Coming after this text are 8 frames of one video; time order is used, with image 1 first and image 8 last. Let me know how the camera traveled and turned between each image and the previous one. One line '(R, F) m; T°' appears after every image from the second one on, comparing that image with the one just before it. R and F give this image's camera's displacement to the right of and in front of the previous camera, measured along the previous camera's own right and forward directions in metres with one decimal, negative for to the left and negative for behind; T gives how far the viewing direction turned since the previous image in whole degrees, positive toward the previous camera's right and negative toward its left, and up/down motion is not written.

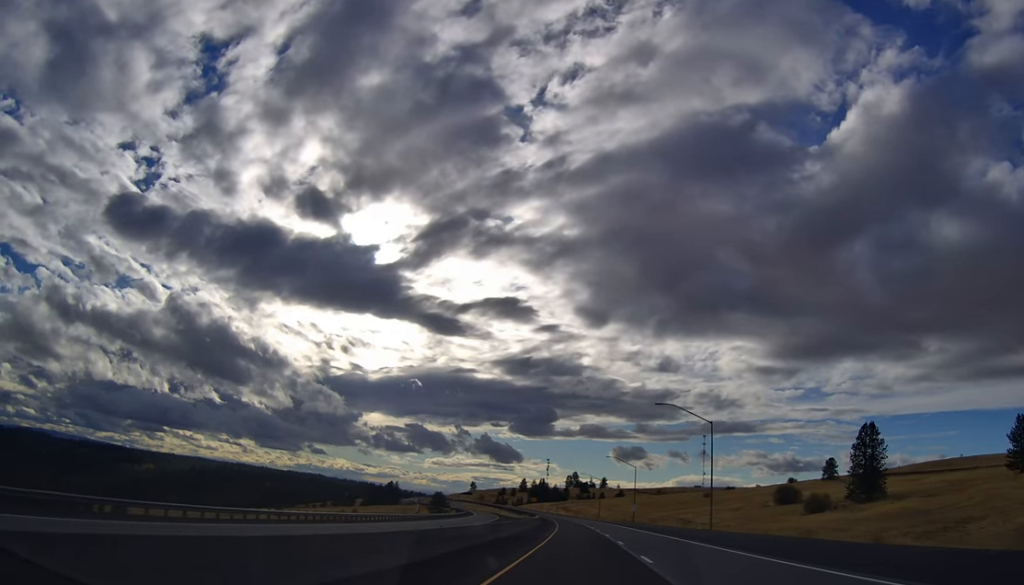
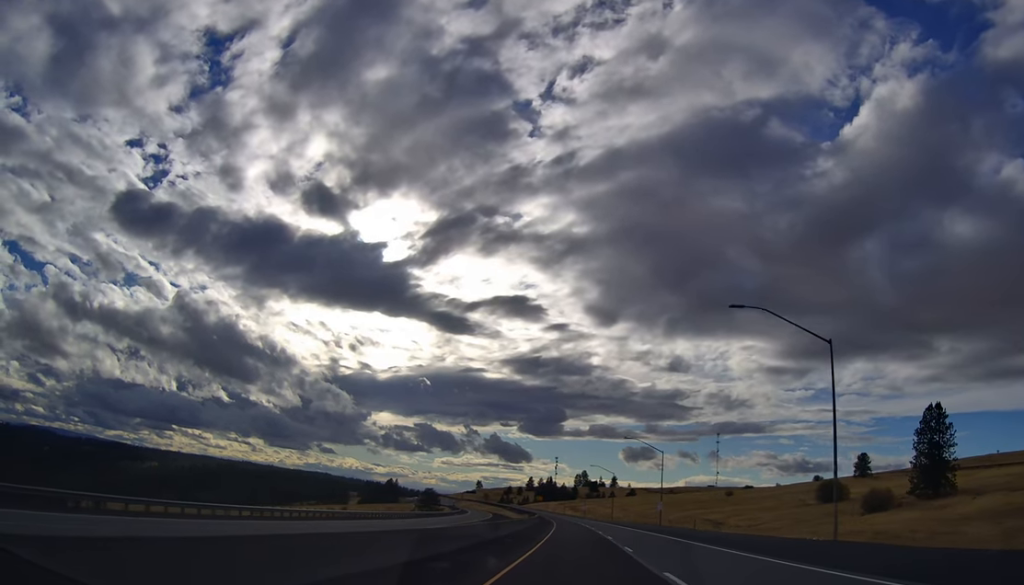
(-0.4, +30.8) m; -1°
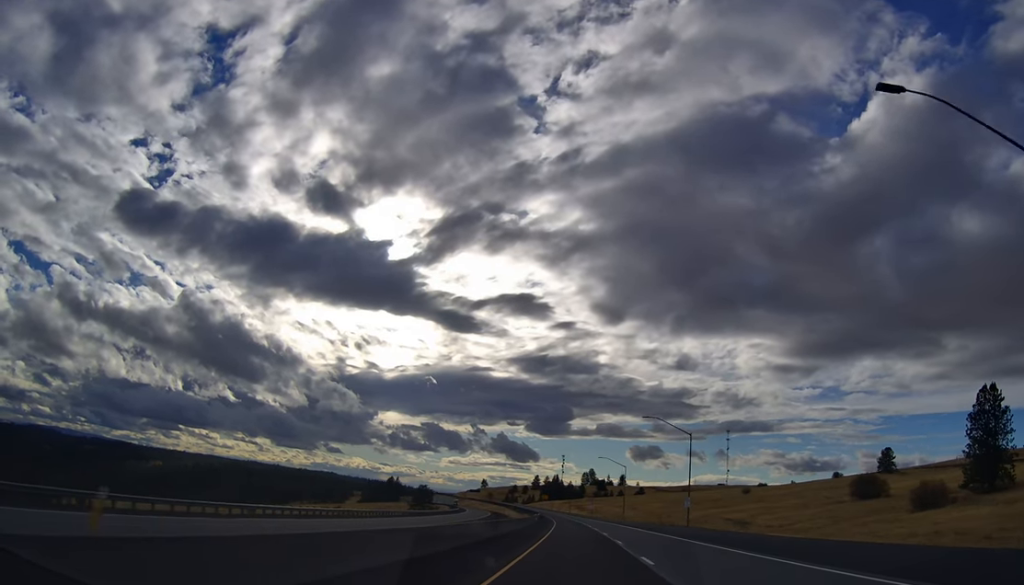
(+0.1, +19.5) m; 0°
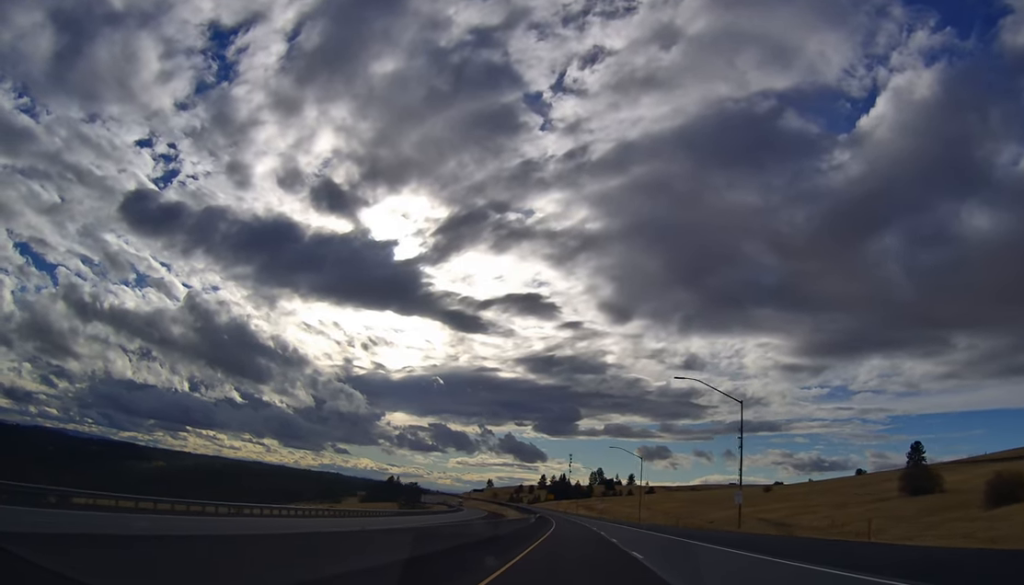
(-0.1, +21.9) m; -1°
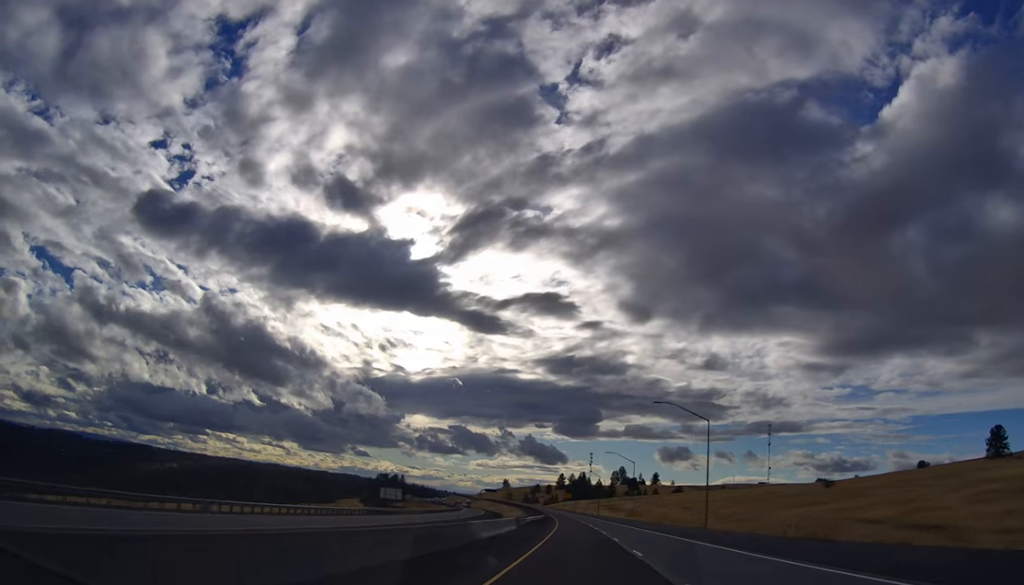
(-0.6, +47.3) m; -1°
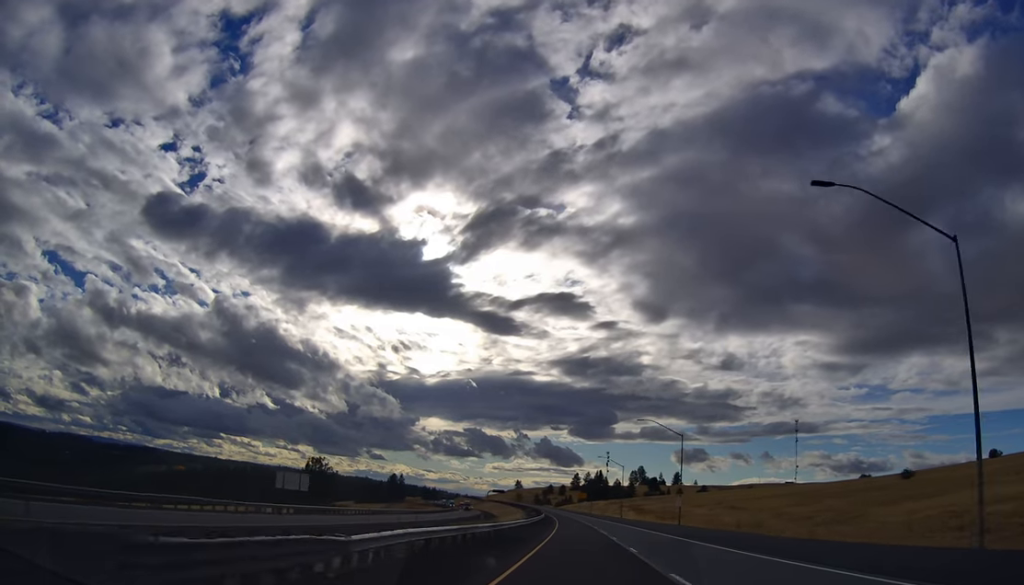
(-0.7, +46.2) m; -2°
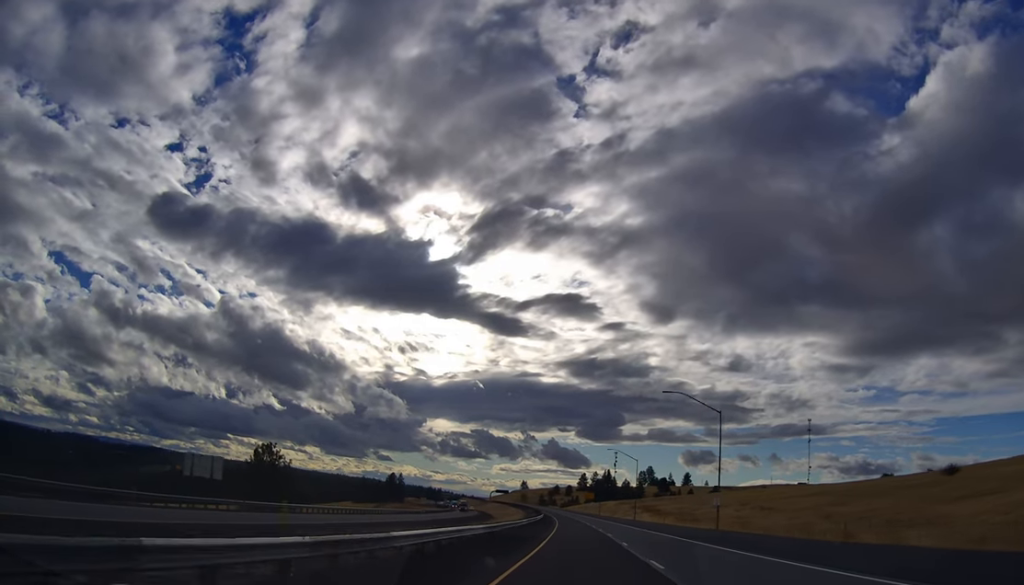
(-0.3, +19.7) m; 0°
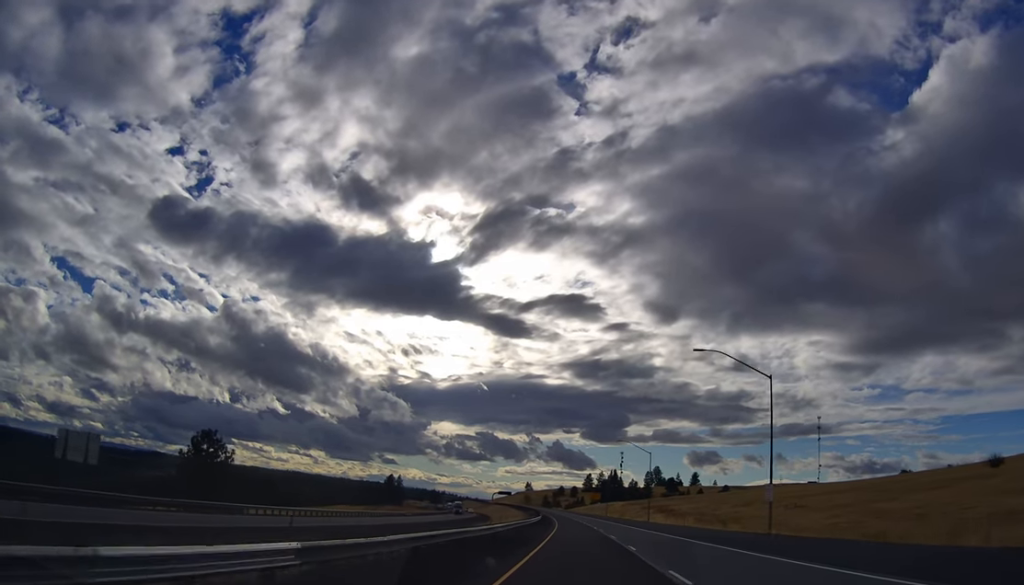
(-0.1, +16.3) m; 0°
